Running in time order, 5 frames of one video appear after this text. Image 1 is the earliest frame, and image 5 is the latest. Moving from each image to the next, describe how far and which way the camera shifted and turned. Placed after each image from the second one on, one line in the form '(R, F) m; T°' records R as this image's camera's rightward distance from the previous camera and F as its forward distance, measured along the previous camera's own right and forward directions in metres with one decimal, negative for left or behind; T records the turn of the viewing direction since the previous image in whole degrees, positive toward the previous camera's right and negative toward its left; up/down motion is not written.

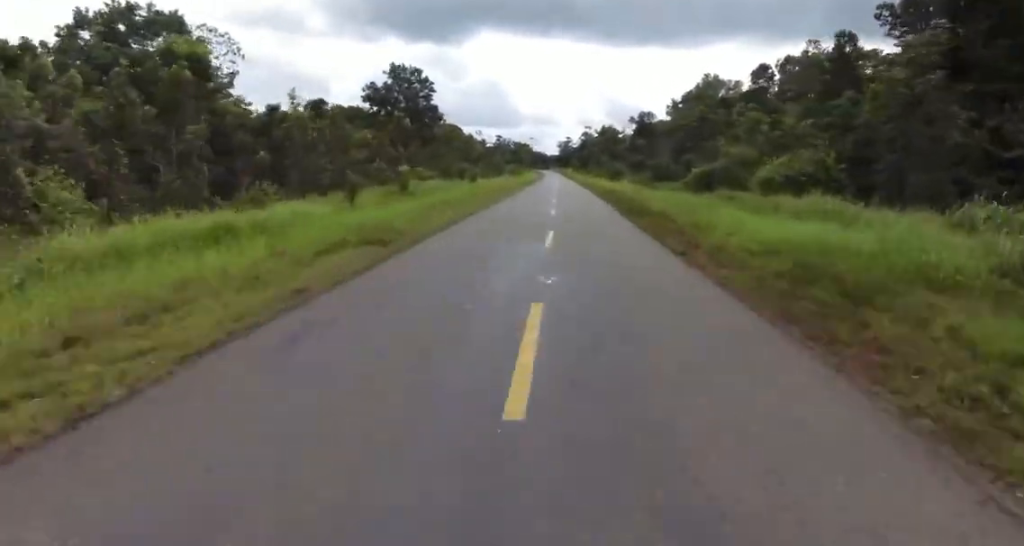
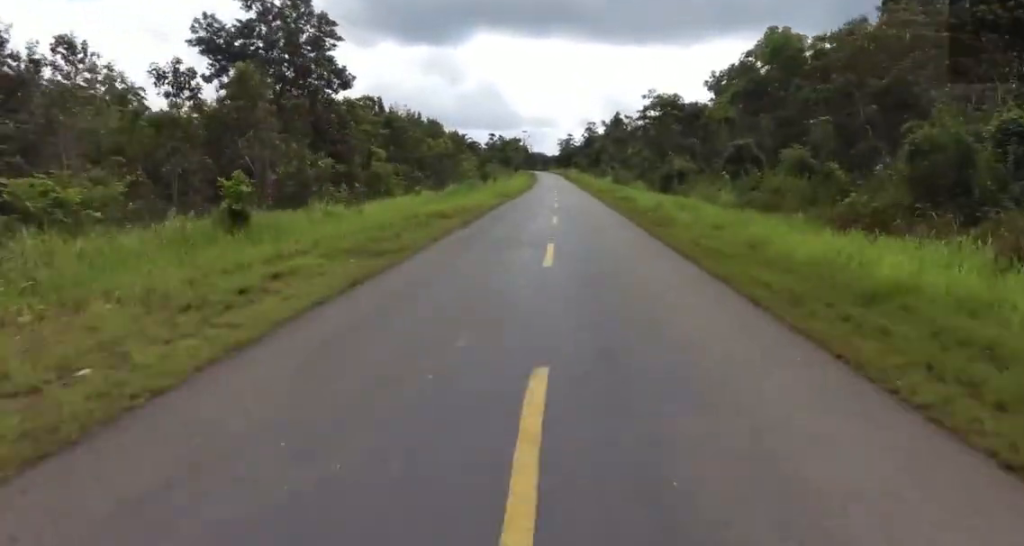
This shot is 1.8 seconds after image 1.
(-2.4, +44.7) m; -4°
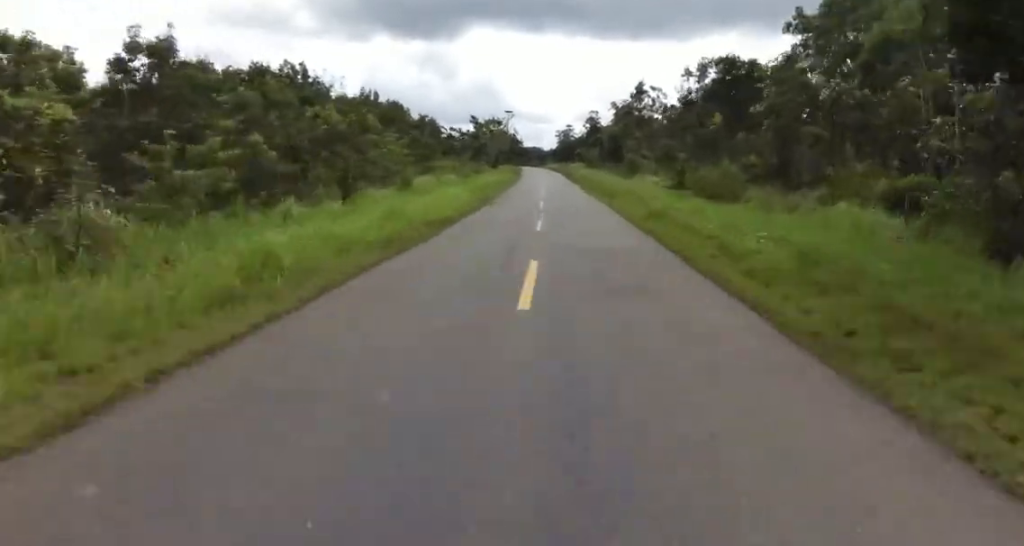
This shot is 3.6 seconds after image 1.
(0.0, +44.9) m; 0°
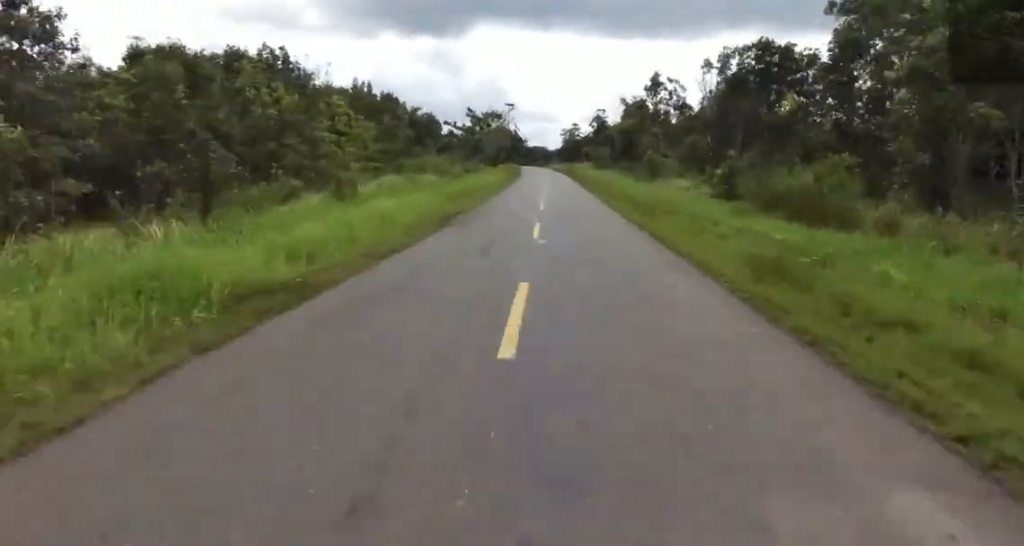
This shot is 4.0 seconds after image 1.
(0.0, +10.3) m; 0°
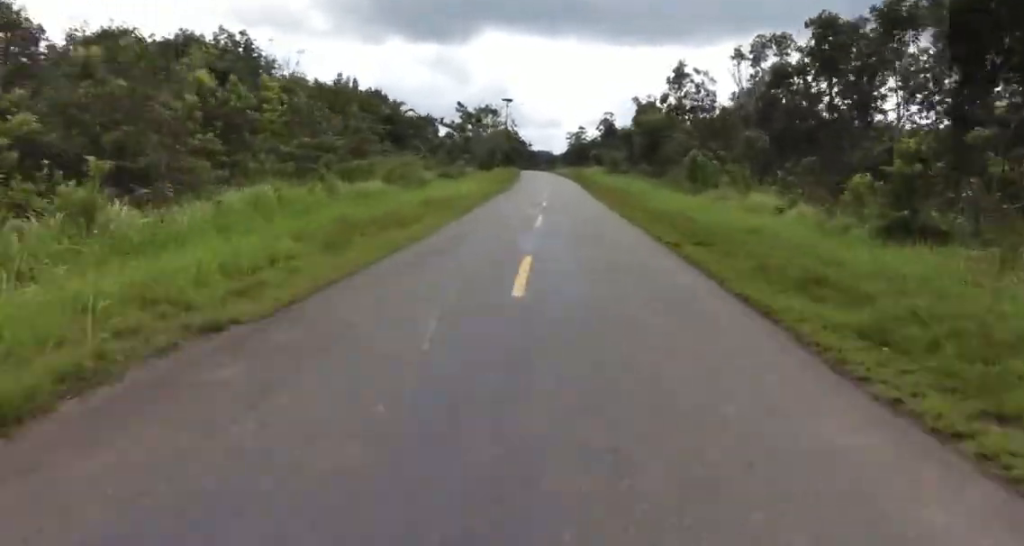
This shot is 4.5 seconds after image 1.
(0.0, +13.8) m; 0°
